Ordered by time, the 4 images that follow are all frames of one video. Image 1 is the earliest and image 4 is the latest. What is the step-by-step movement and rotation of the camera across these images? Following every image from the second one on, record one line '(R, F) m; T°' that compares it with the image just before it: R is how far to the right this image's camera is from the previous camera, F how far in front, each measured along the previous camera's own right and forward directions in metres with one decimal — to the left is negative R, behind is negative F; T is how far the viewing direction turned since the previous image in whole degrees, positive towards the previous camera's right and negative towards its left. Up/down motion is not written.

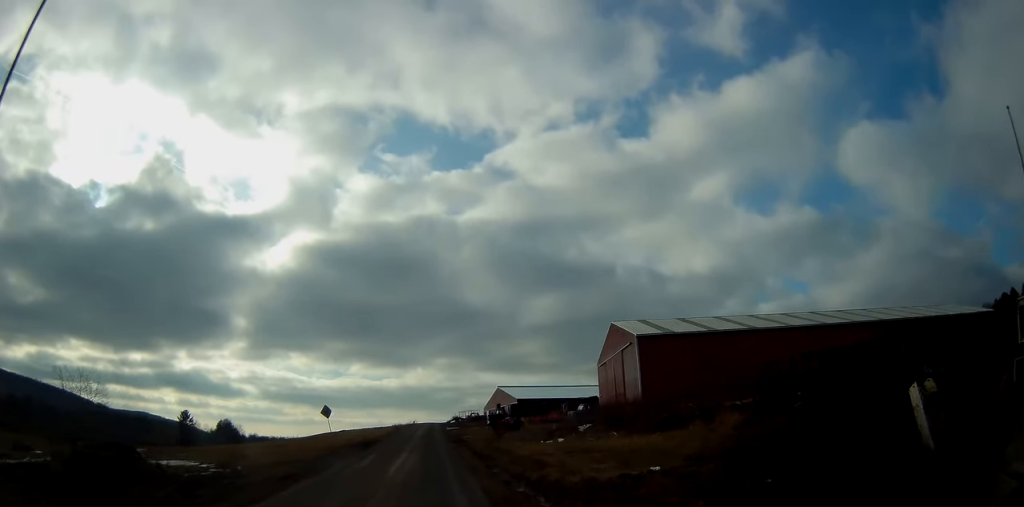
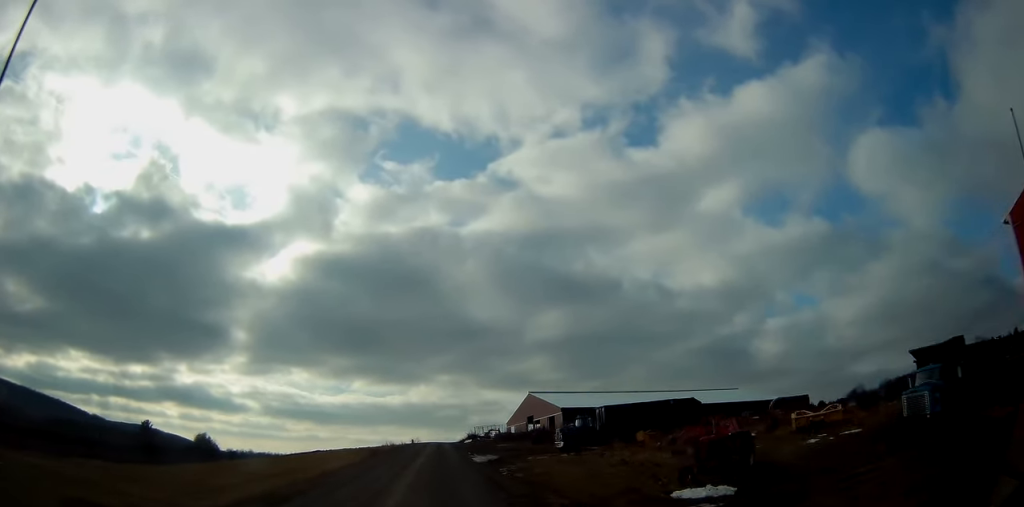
(+1.0, +46.1) m; +1°
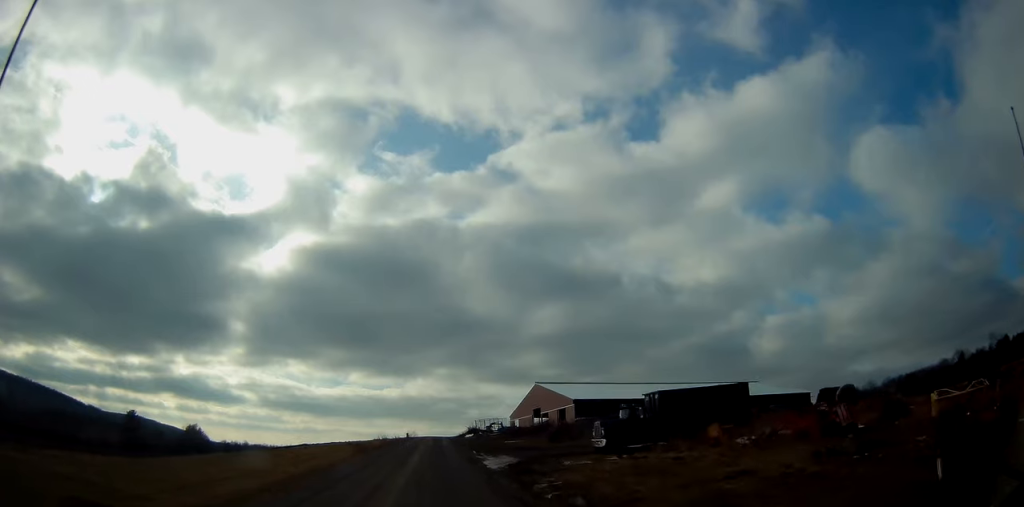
(-0.3, +11.0) m; -1°
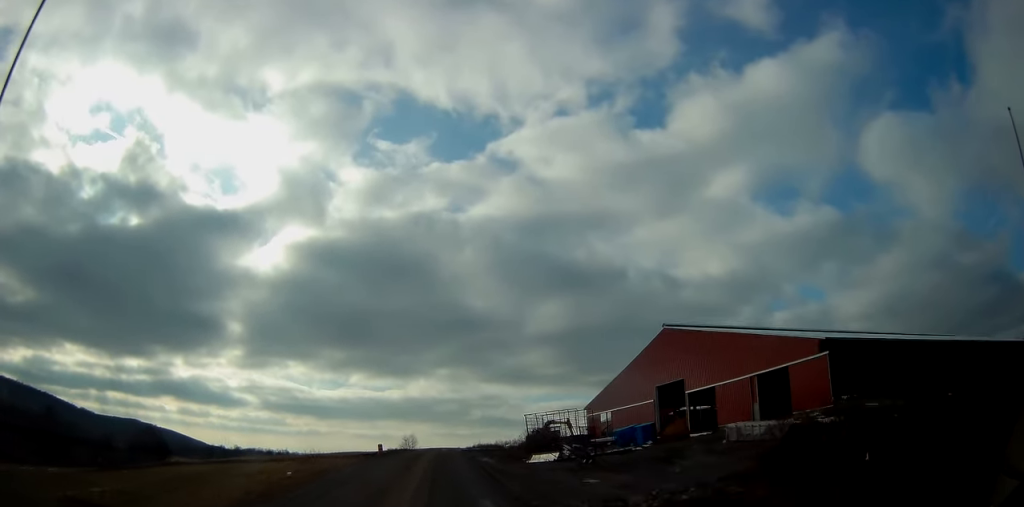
(+0.4, +62.9) m; 0°
